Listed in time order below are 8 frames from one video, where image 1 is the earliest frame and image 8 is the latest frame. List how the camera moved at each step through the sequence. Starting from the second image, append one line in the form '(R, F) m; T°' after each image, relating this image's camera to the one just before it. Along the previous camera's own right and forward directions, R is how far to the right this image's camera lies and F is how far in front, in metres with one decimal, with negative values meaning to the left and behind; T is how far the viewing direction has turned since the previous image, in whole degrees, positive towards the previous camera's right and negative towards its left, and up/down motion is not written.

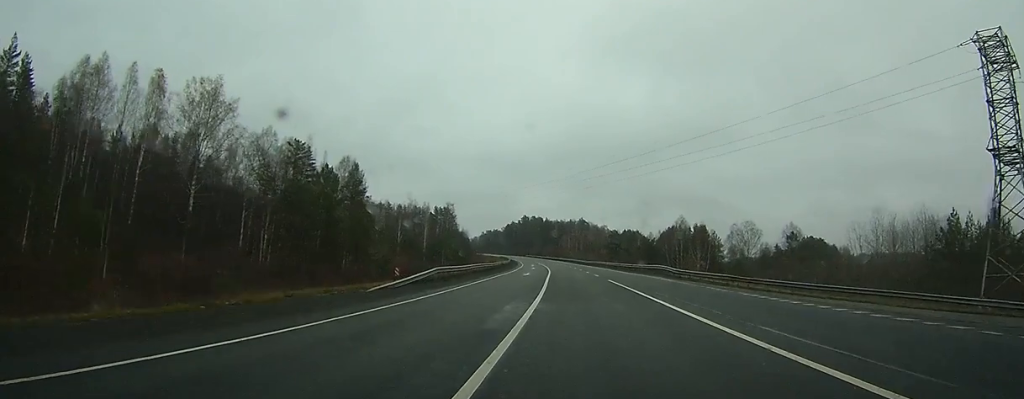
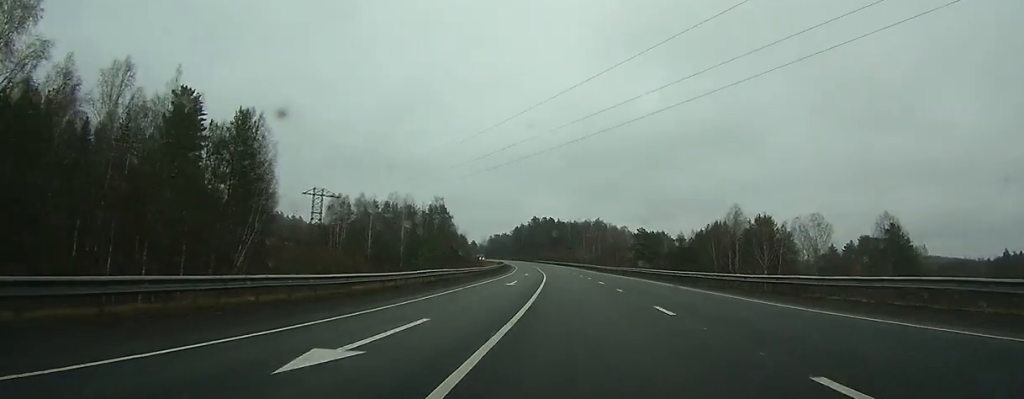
(-0.4, +43.7) m; -1°
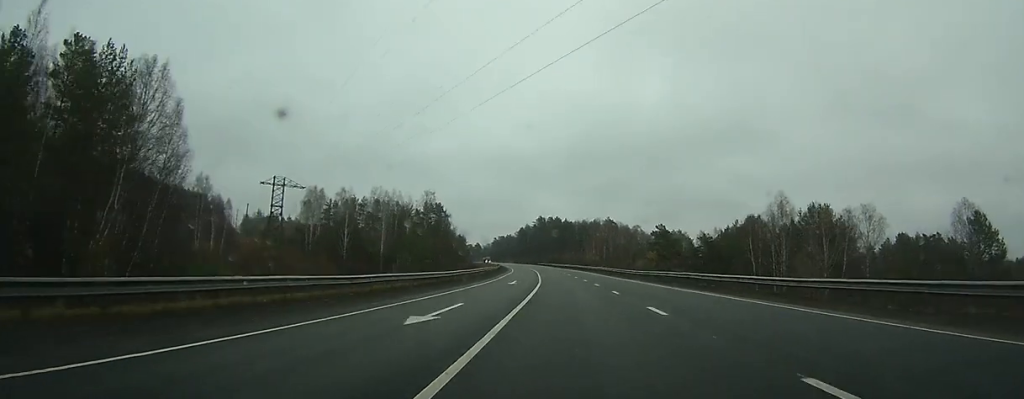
(0.0, +23.4) m; -1°
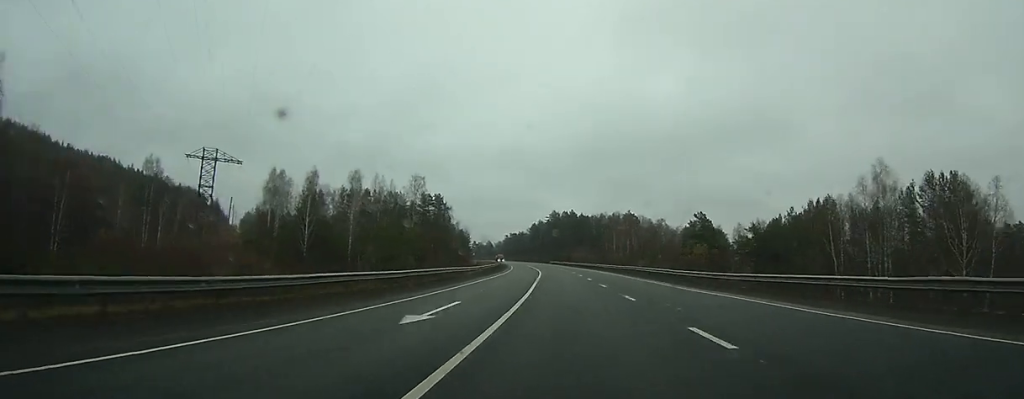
(-0.5, +29.4) m; -1°
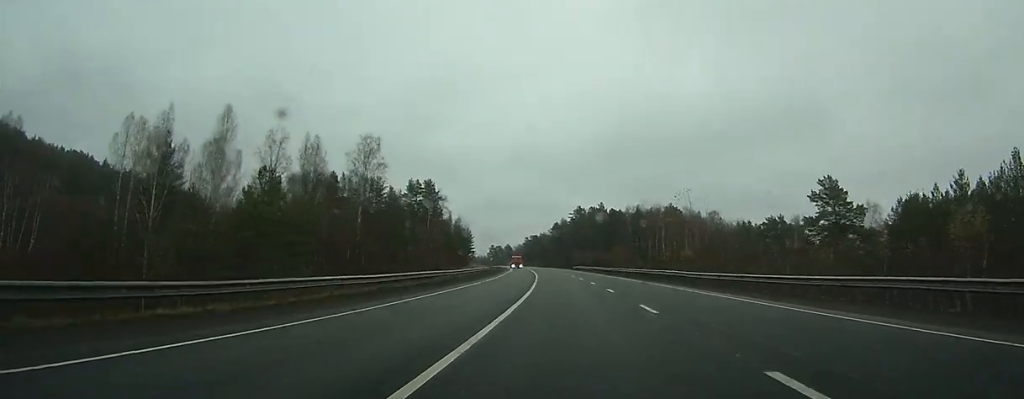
(-1.1, +50.4) m; -2°
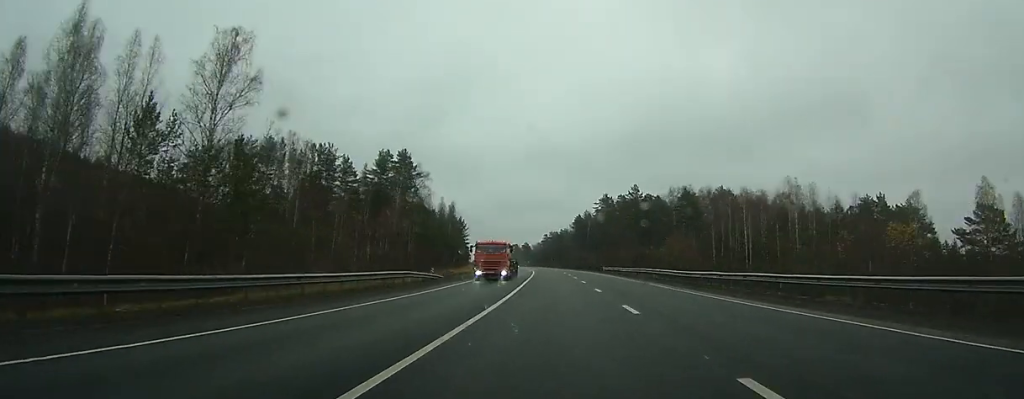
(-0.7, +44.9) m; -2°
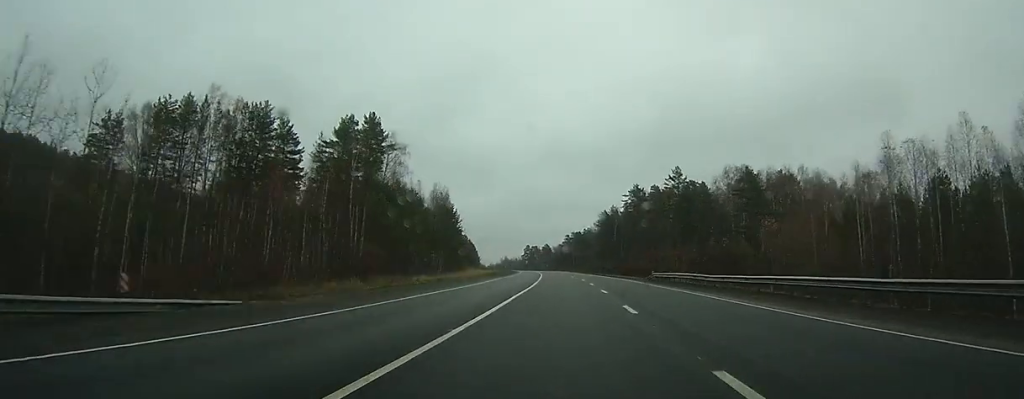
(-0.6, +33.1) m; -2°
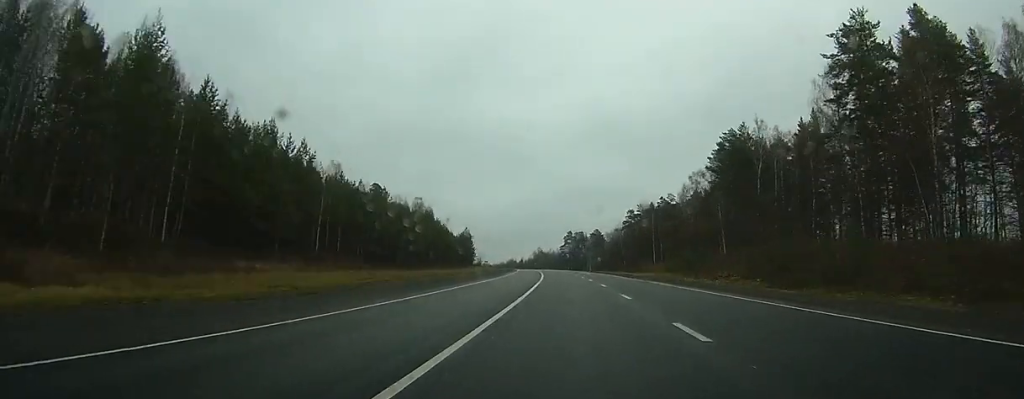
(-6.8, +138.6) m; -5°
